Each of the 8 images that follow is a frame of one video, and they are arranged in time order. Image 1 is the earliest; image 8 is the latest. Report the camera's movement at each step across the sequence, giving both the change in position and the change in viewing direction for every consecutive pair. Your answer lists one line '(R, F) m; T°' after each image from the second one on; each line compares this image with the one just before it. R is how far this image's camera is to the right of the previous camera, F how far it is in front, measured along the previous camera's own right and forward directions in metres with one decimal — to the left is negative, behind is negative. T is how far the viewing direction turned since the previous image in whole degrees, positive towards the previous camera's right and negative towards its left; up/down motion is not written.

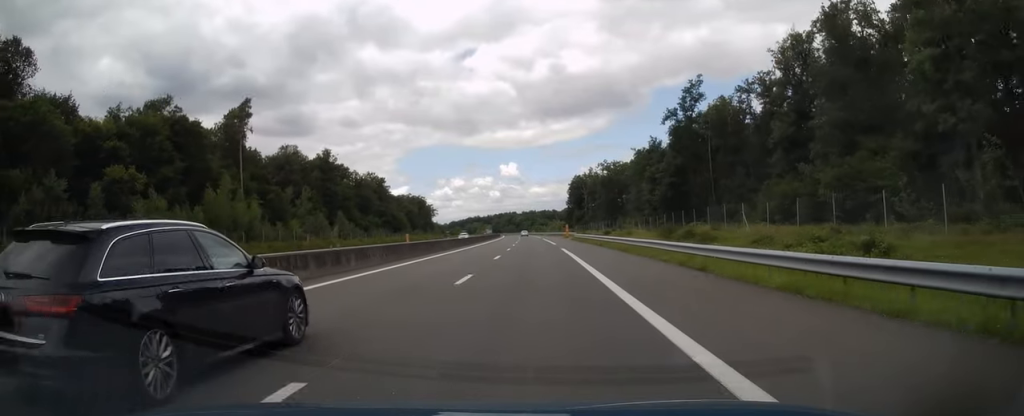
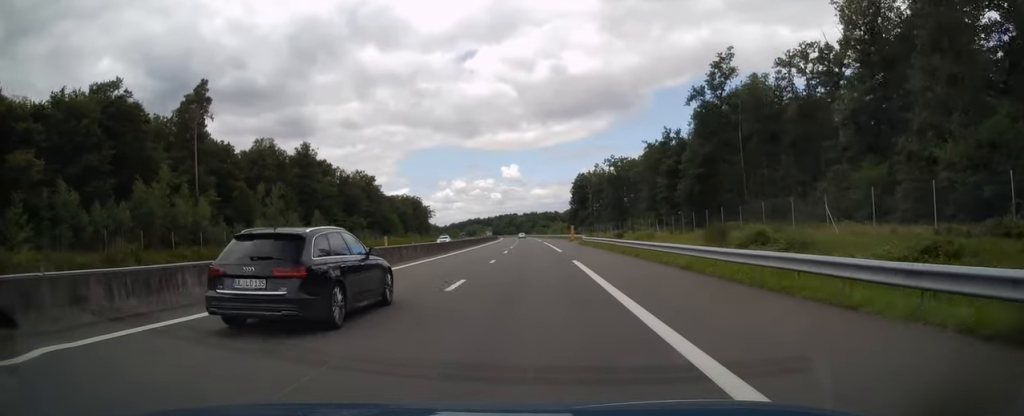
(-0.2, +14.2) m; 0°
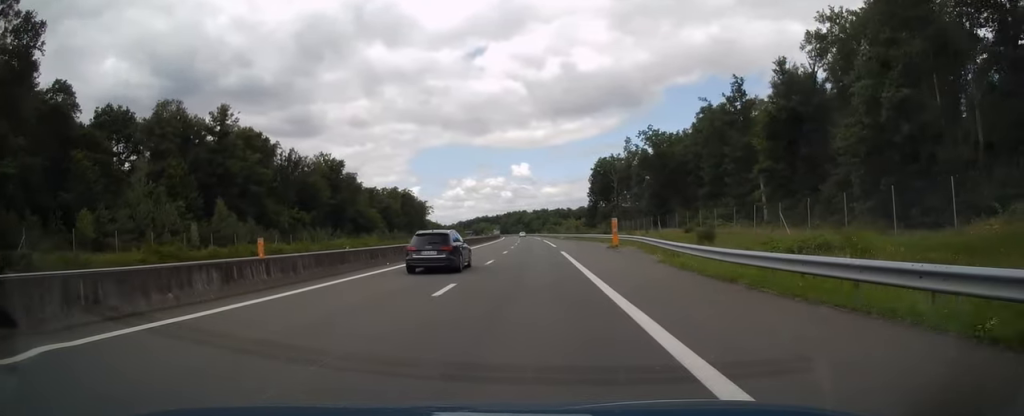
(-0.1, +40.0) m; 0°
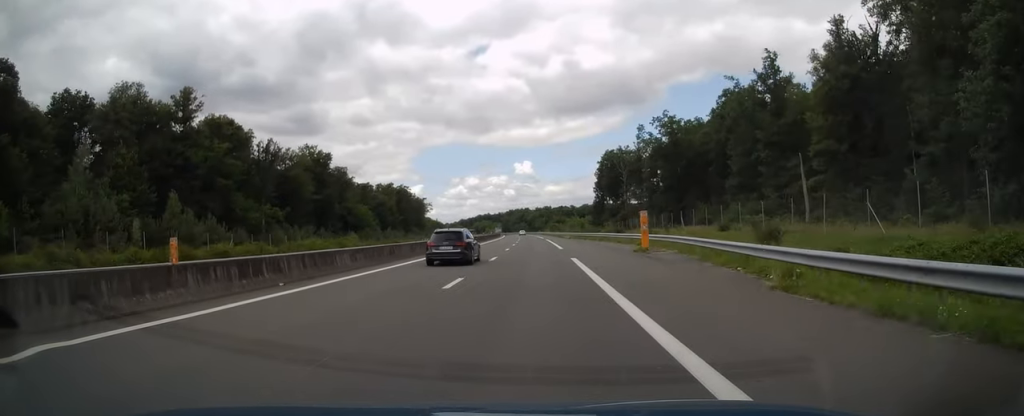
(0.0, +11.7) m; 0°
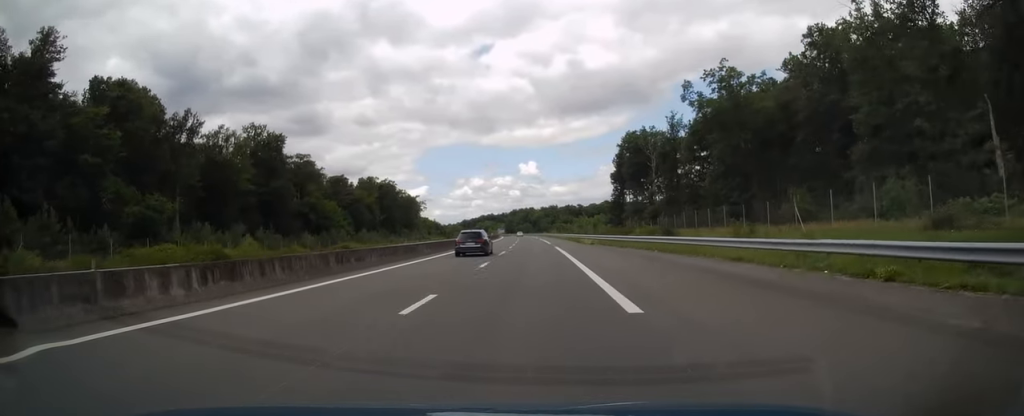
(-0.3, +30.3) m; -1°
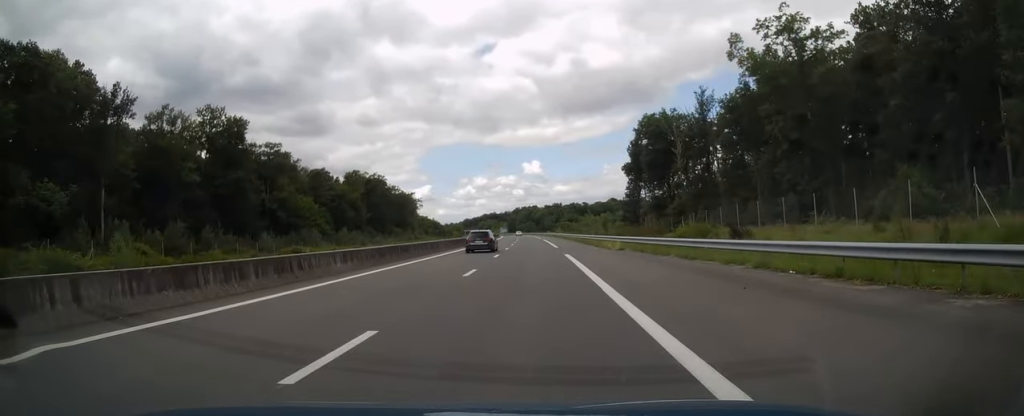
(-0.1, +17.6) m; 0°
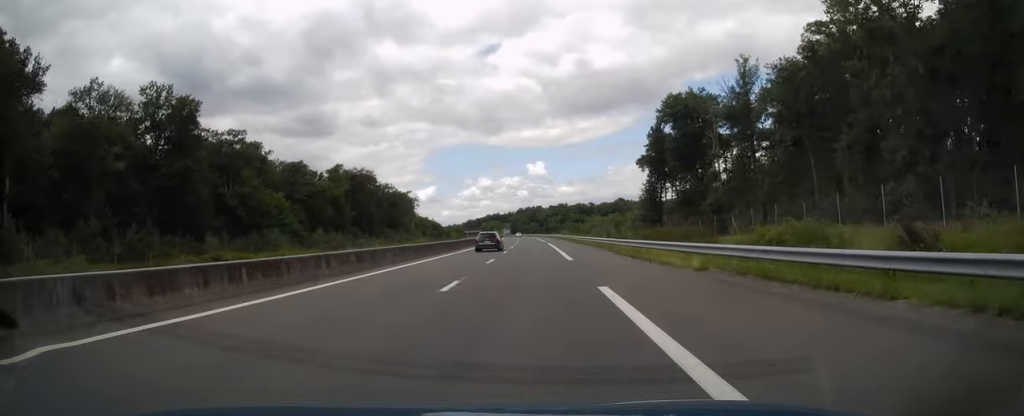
(0.0, +17.1) m; 0°
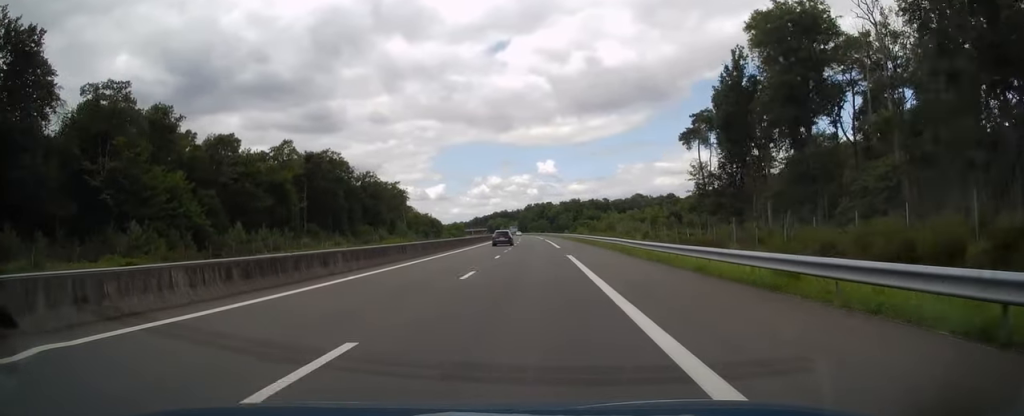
(0.0, +35.6) m; -1°
